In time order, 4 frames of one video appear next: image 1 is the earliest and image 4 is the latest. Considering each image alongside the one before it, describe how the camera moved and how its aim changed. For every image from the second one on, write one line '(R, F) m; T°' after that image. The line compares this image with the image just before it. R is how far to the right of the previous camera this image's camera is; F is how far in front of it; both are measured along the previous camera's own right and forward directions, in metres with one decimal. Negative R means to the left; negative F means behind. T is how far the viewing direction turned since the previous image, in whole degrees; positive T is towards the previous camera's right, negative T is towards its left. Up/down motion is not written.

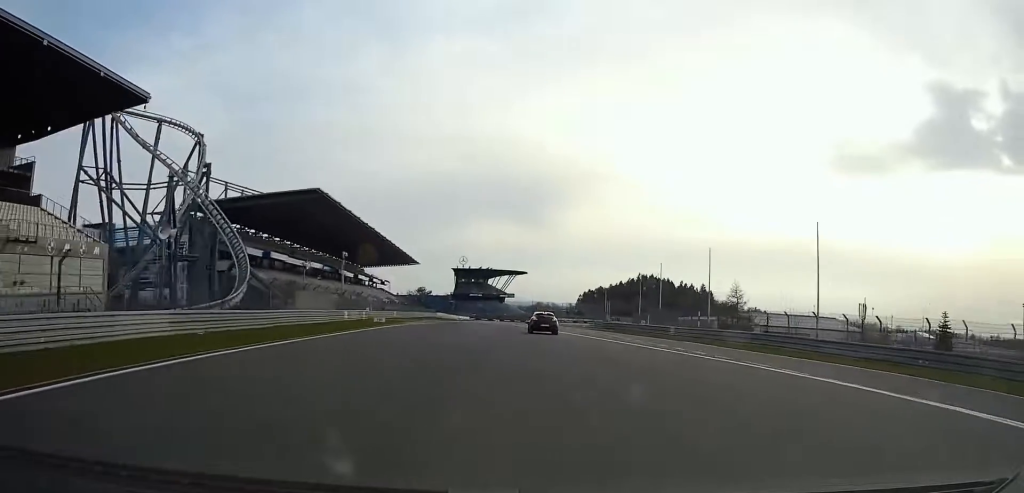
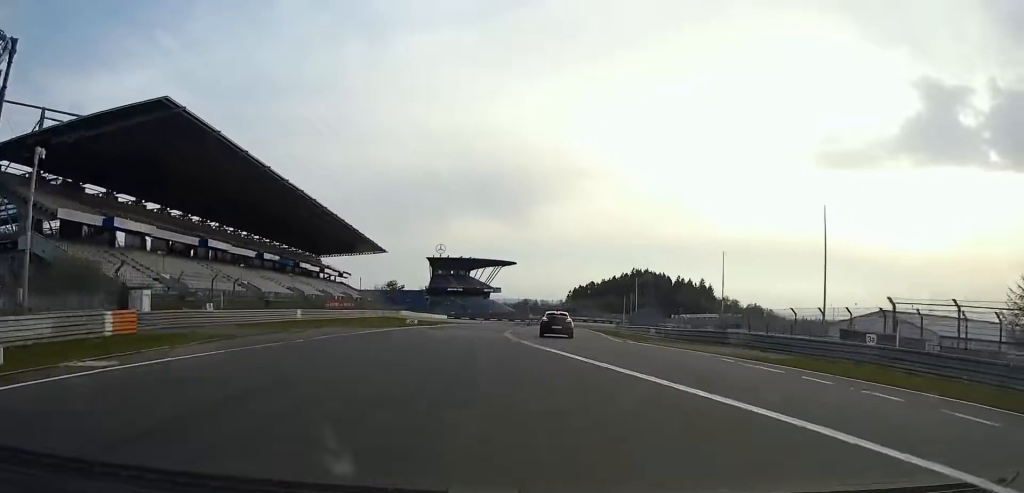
(-0.4, +51.6) m; 0°
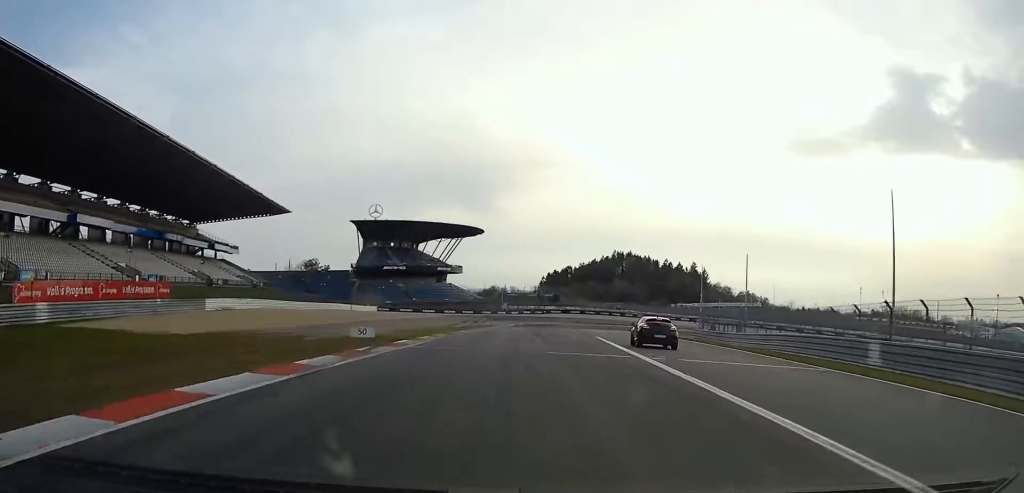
(+2.2, +86.2) m; +4°
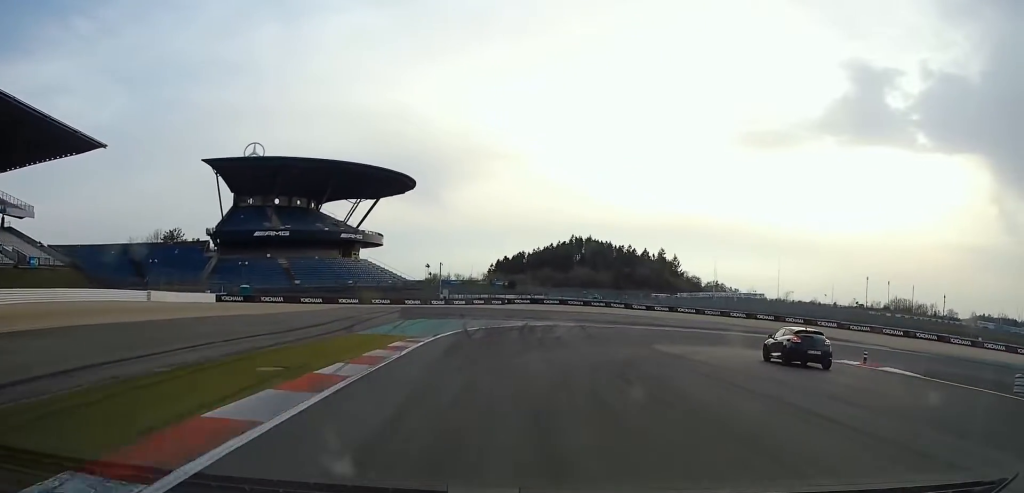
(+3.2, +65.4) m; +8°
